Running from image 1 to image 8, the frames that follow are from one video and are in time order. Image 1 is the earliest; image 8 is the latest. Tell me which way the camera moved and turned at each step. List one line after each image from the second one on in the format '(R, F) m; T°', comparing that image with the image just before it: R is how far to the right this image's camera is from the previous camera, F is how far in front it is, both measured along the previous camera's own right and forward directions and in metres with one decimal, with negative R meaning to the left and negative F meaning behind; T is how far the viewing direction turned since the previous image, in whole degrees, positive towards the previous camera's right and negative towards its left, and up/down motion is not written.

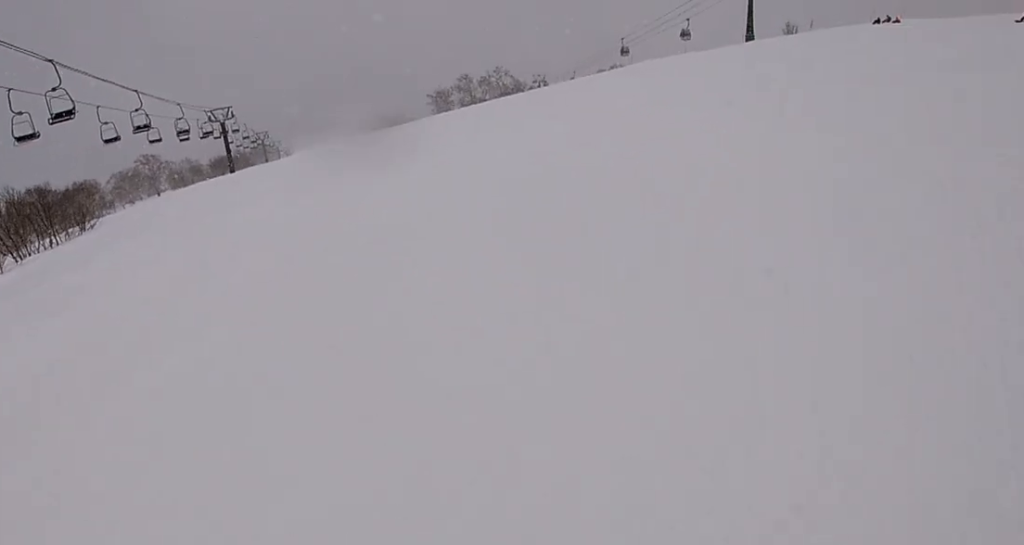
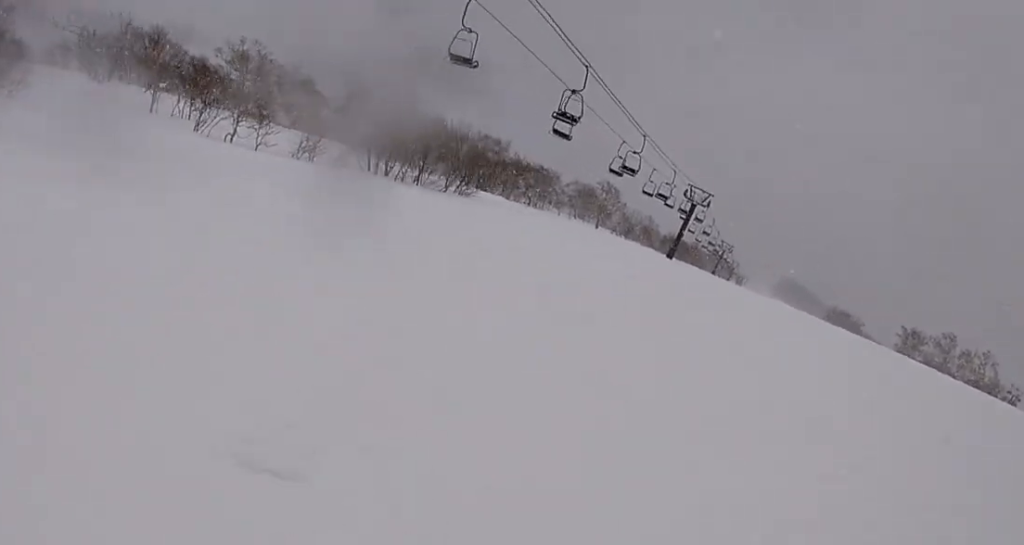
(-0.5, +10.4) m; -18°
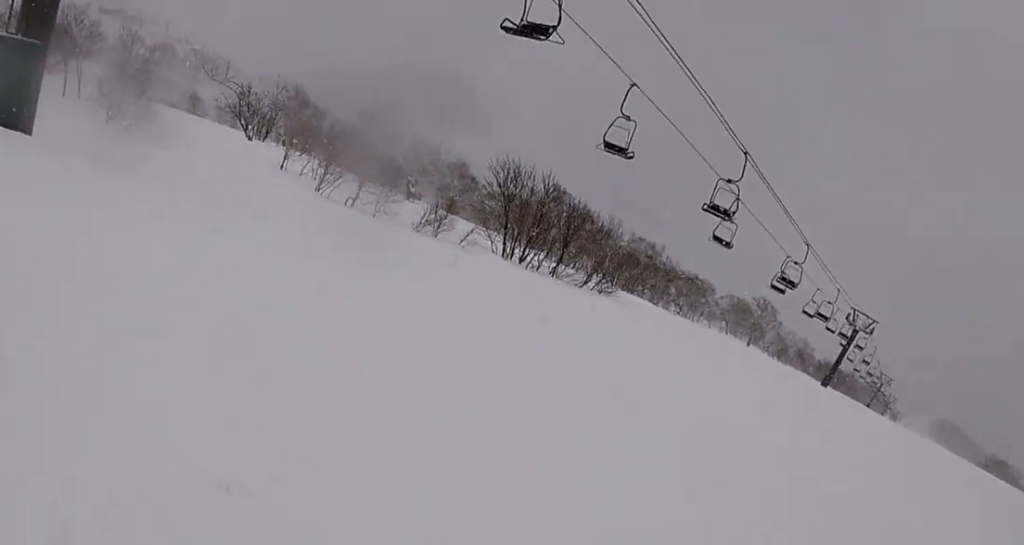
(-0.1, +2.7) m; -11°
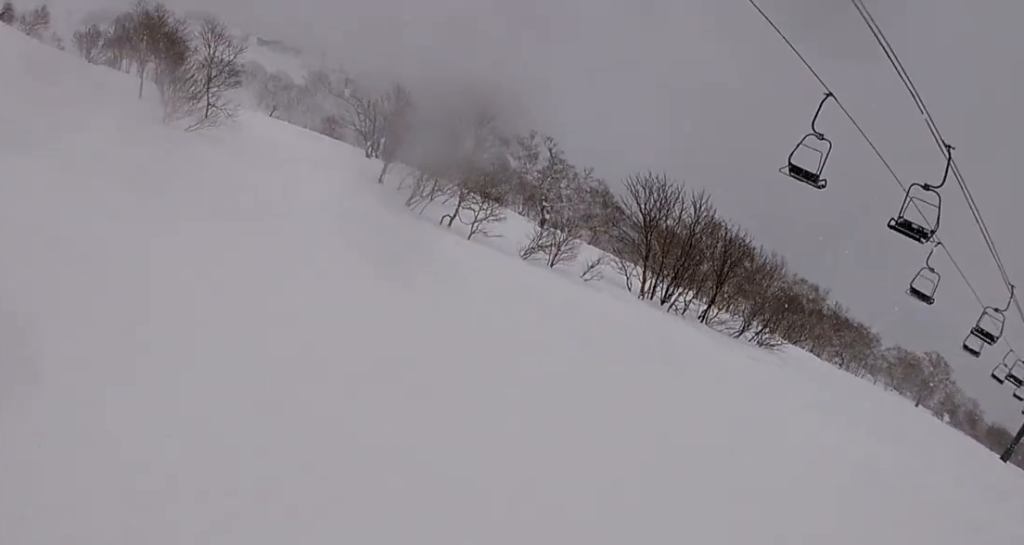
(-1.0, +4.6) m; -20°
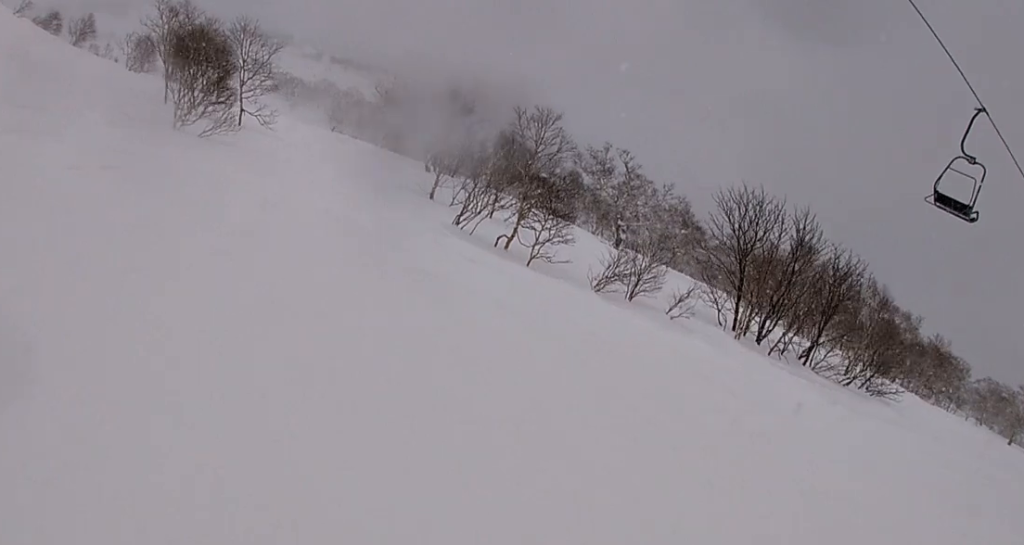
(-0.3, +3.6) m; -14°
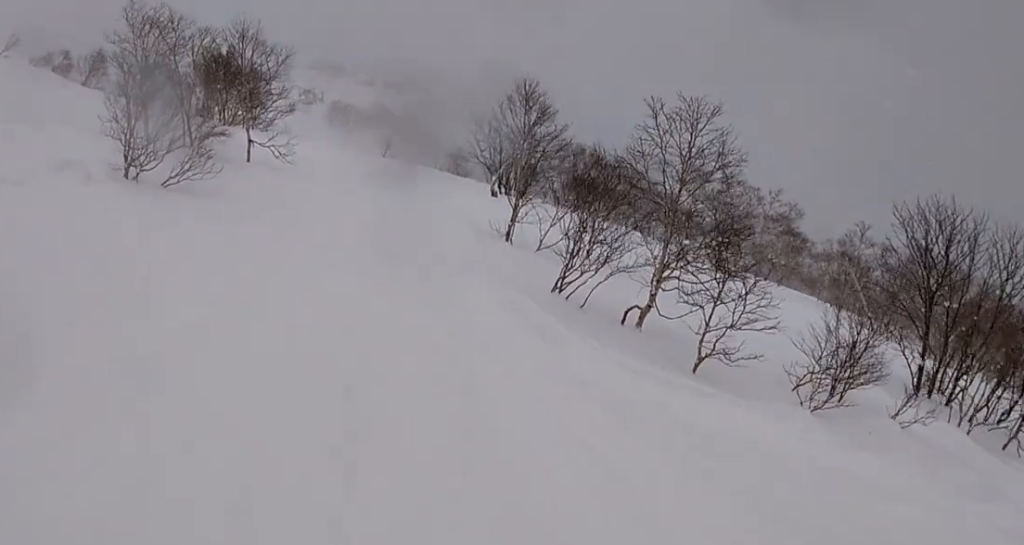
(-1.7, +6.7) m; -23°
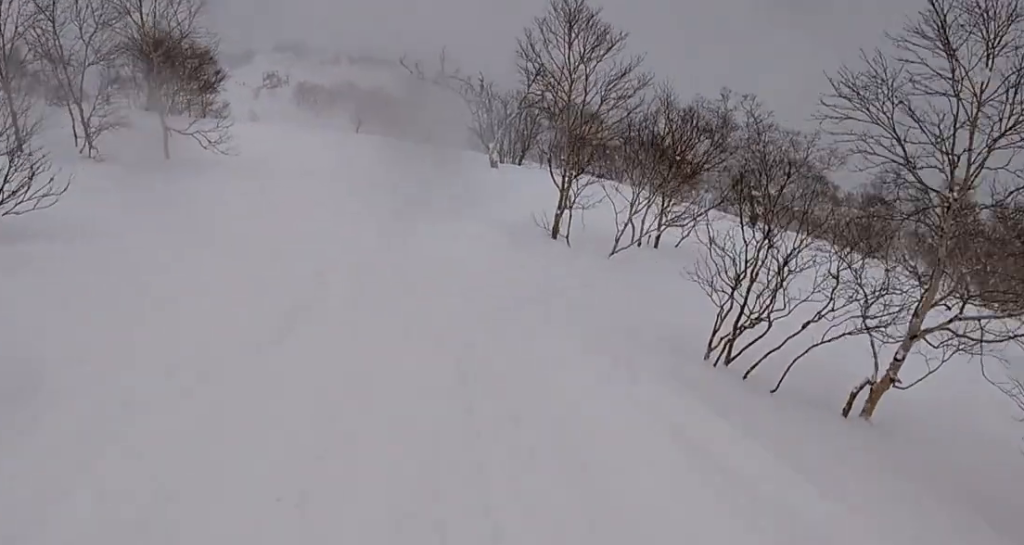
(-0.6, +5.3) m; +3°
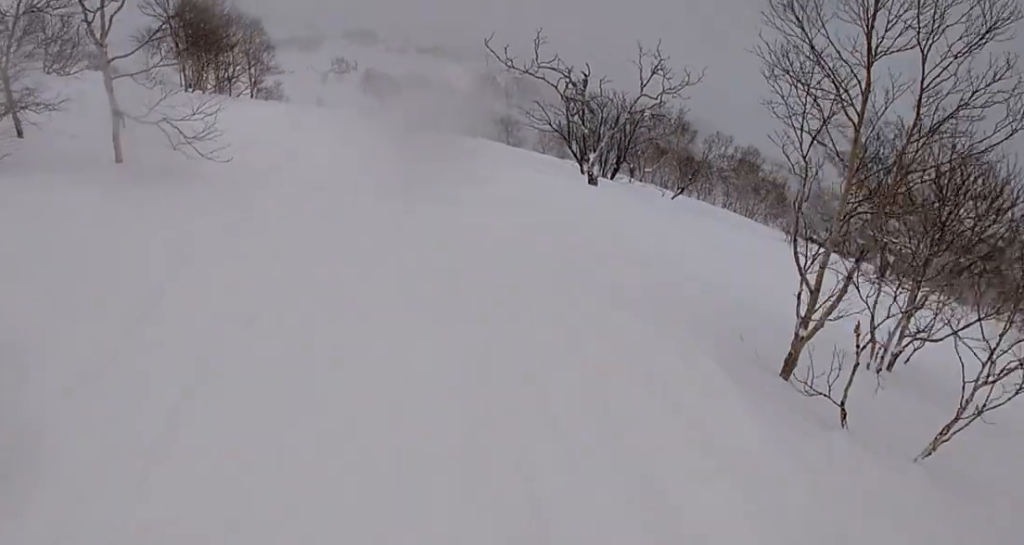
(+0.8, +4.8) m; +5°
